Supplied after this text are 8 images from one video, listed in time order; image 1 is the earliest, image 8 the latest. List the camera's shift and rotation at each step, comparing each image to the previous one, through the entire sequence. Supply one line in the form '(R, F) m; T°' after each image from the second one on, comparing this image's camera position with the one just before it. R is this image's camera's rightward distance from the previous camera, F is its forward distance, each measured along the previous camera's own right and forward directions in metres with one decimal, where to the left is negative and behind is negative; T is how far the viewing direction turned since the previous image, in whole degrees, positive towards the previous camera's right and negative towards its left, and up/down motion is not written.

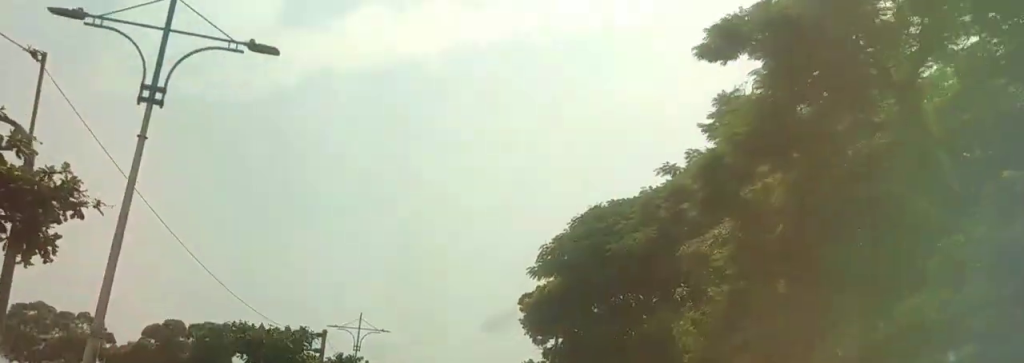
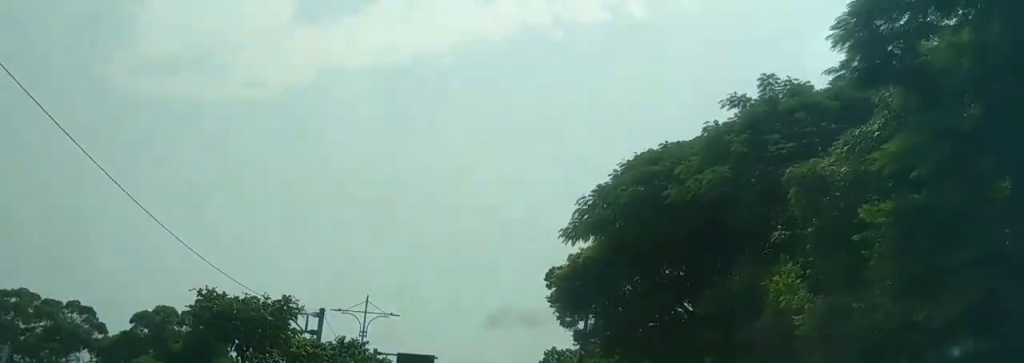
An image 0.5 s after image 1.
(-0.4, +6.0) m; 0°
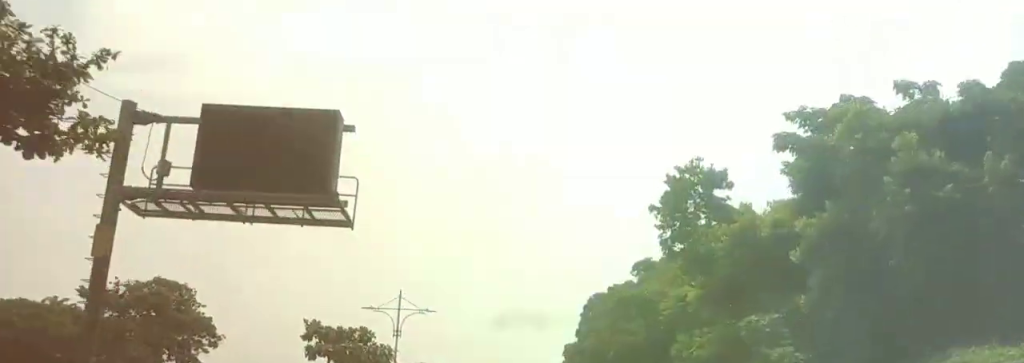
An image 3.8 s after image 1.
(+1.3, +38.1) m; +4°
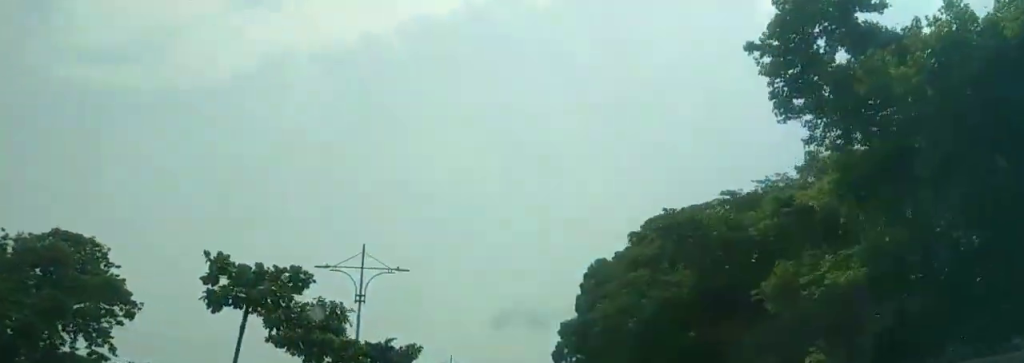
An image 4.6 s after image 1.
(0.0, +9.2) m; -1°
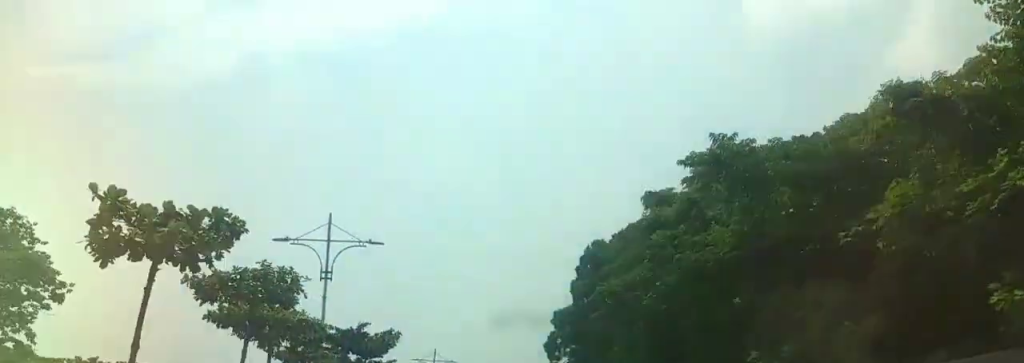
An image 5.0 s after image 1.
(0.0, +4.9) m; -1°
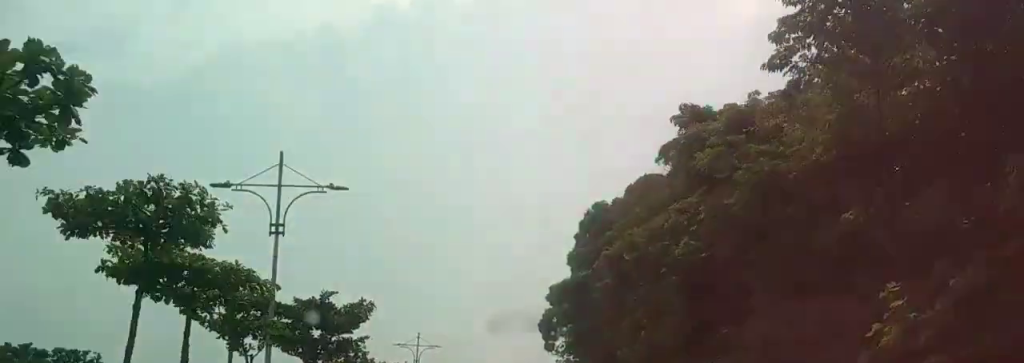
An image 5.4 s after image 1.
(-0.1, +5.5) m; 0°
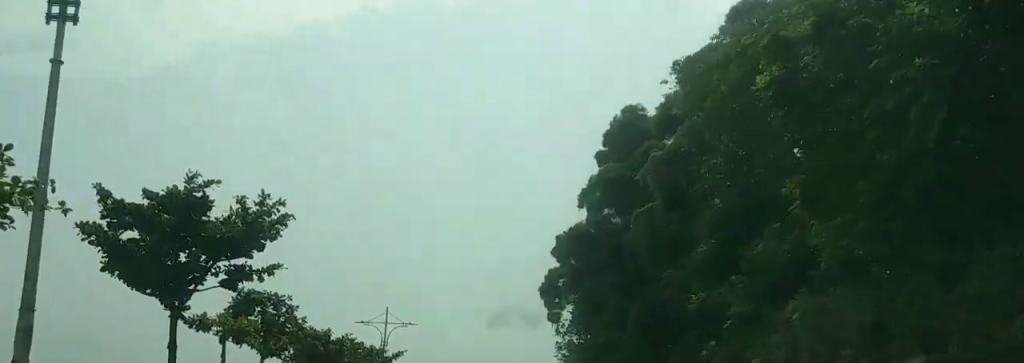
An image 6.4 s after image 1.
(0.0, +12.6) m; +2°
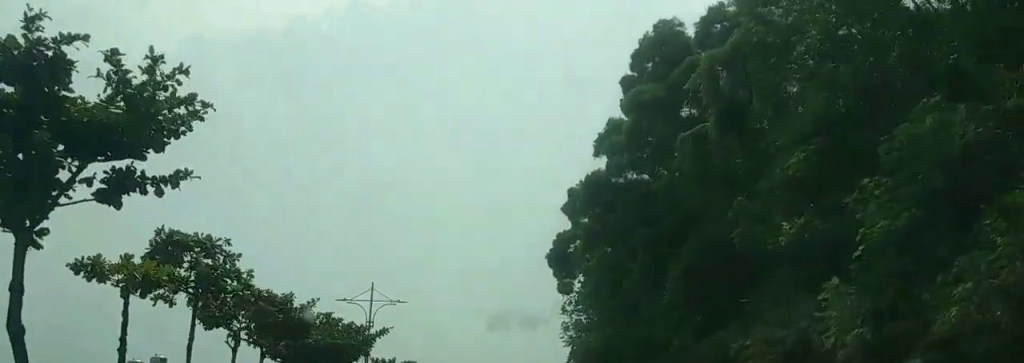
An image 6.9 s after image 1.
(+0.2, +6.1) m; +2°
